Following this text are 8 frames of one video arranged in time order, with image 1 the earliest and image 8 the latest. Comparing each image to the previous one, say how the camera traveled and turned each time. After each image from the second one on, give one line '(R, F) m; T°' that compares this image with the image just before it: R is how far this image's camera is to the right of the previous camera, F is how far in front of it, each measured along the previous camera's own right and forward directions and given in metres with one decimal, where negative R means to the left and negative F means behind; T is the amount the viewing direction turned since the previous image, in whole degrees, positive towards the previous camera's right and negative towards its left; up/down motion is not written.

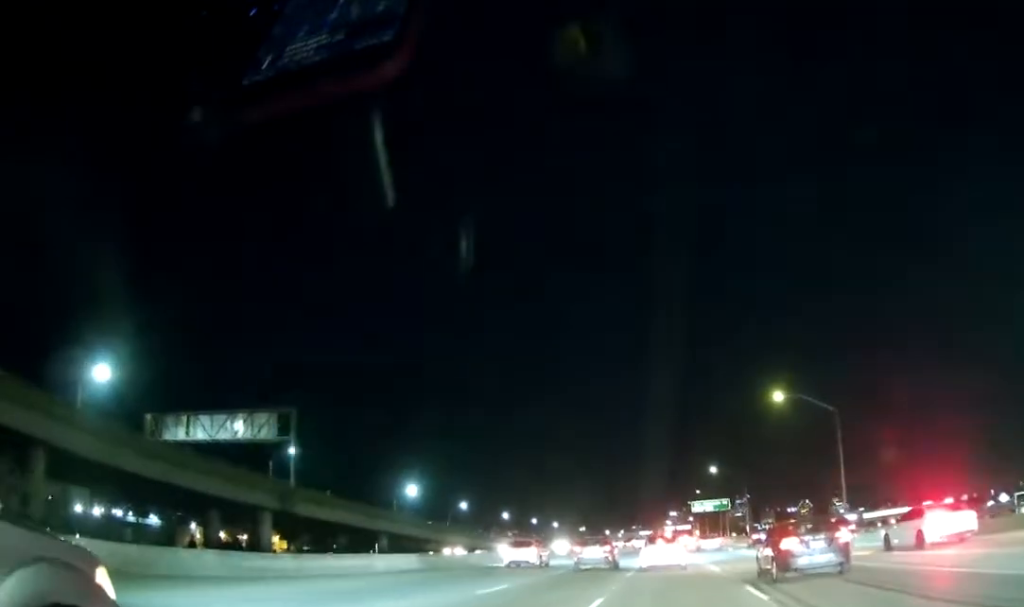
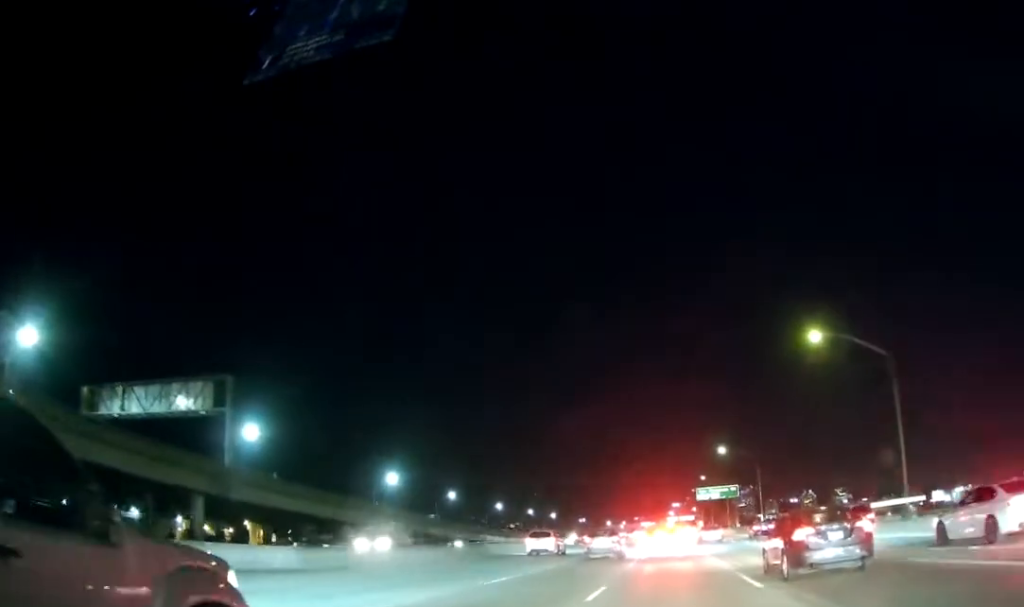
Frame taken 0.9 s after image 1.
(+0.2, +13.3) m; 0°
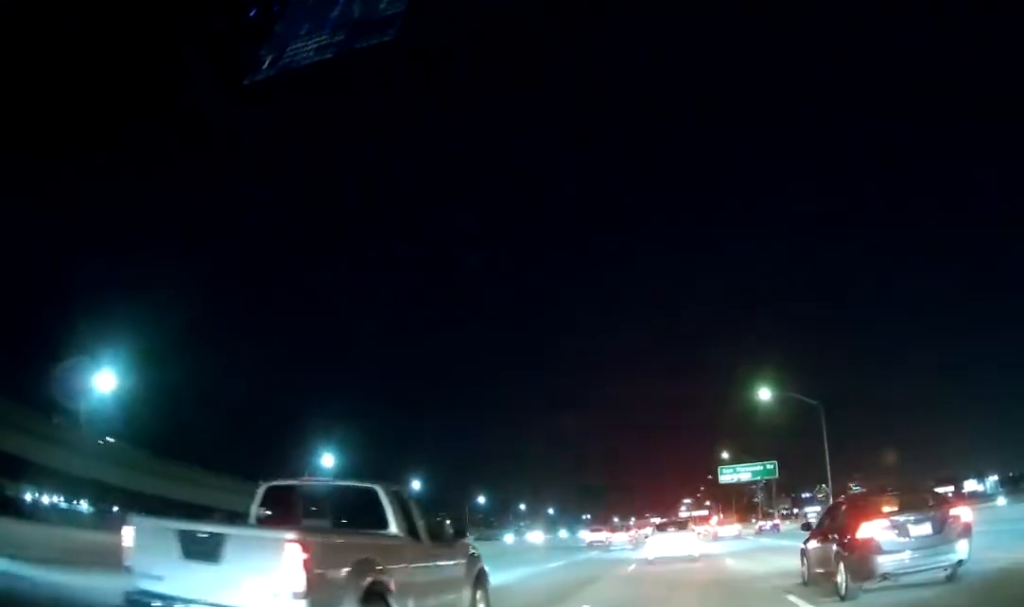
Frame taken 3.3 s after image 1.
(-0.2, +34.3) m; 0°
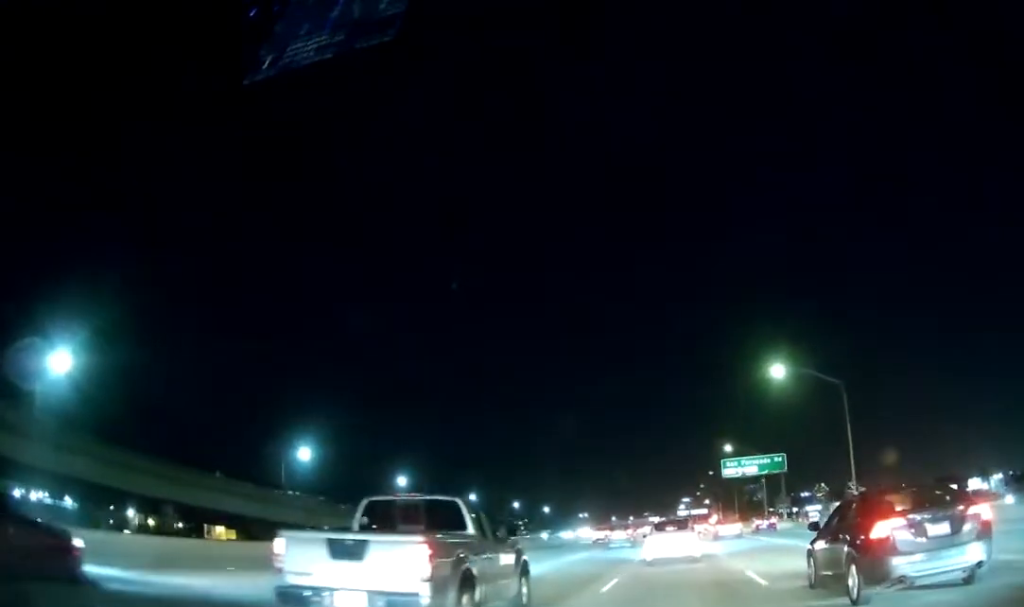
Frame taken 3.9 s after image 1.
(-0.1, +8.5) m; 0°
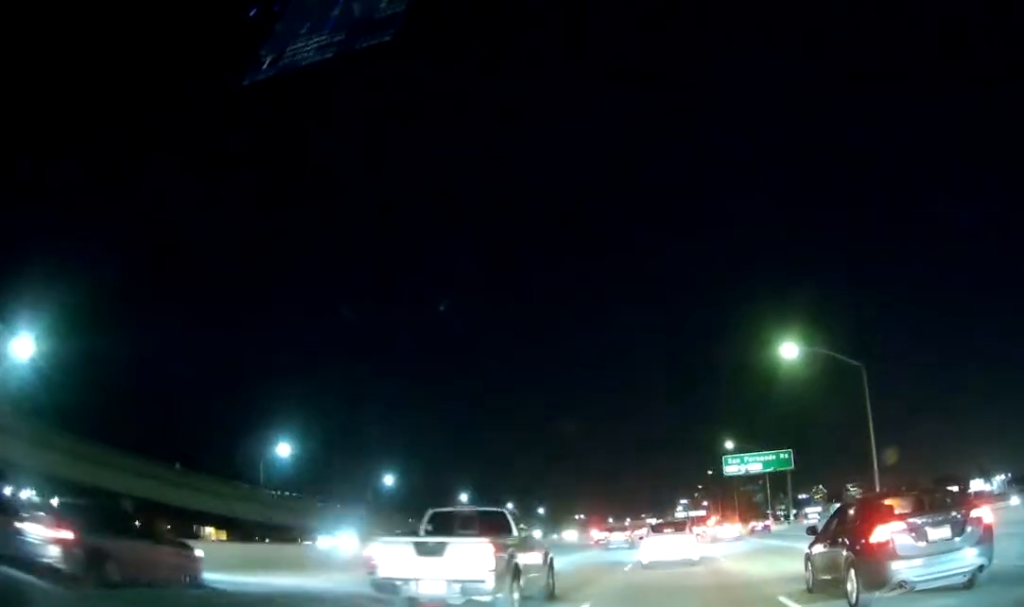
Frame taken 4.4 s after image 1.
(+0.1, +6.3) m; +1°
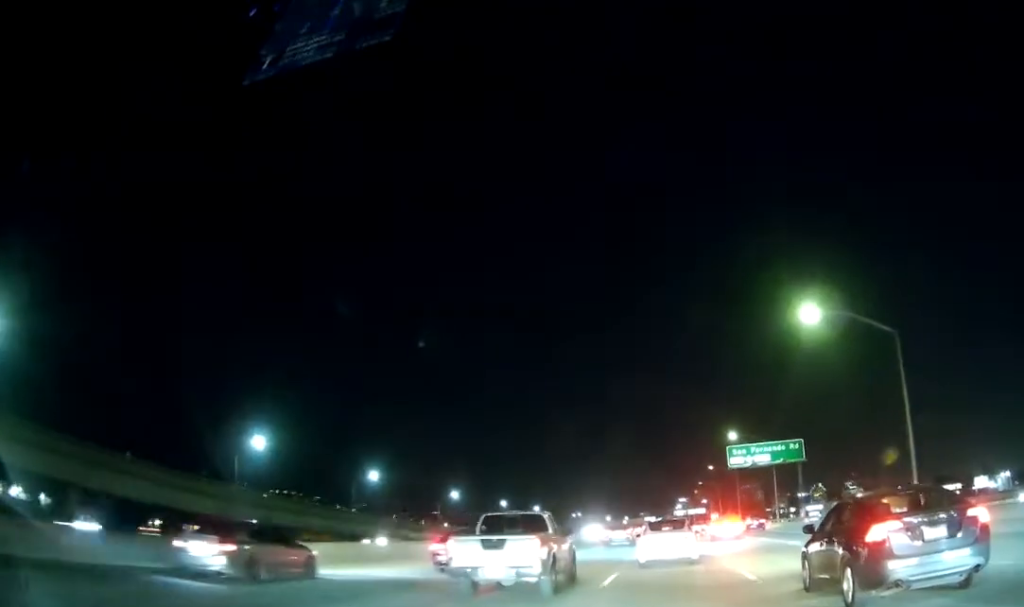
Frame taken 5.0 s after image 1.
(+0.1, +7.9) m; +1°
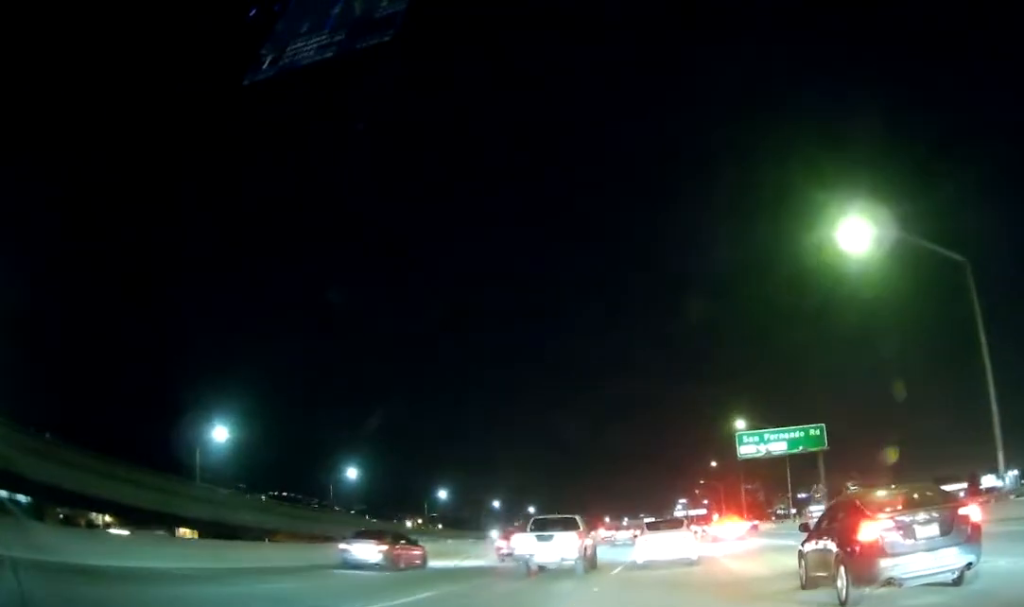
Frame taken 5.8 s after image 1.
(+0.1, +10.6) m; -1°
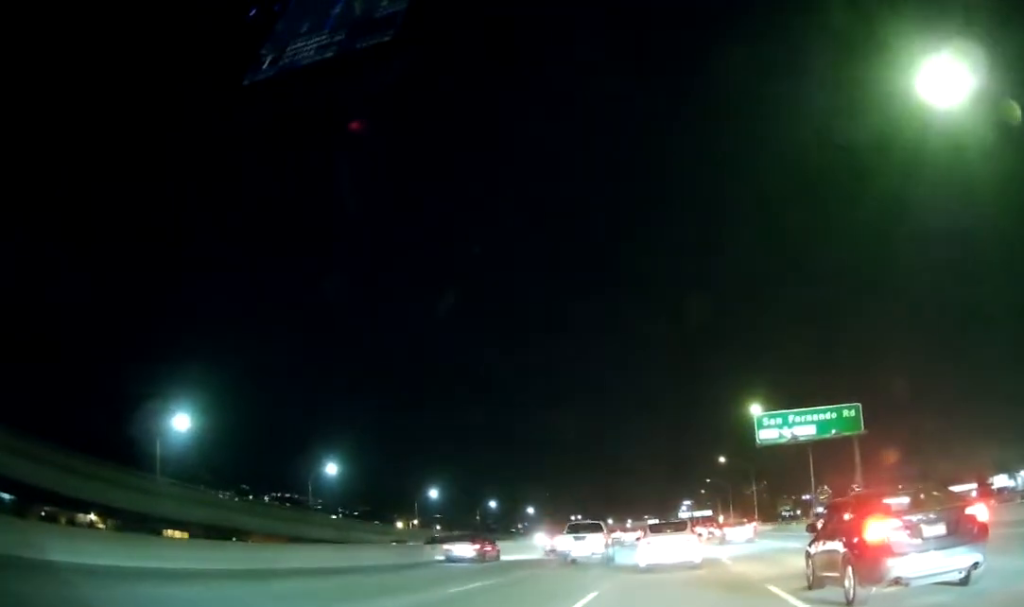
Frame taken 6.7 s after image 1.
(-0.3, +10.0) m; -2°
